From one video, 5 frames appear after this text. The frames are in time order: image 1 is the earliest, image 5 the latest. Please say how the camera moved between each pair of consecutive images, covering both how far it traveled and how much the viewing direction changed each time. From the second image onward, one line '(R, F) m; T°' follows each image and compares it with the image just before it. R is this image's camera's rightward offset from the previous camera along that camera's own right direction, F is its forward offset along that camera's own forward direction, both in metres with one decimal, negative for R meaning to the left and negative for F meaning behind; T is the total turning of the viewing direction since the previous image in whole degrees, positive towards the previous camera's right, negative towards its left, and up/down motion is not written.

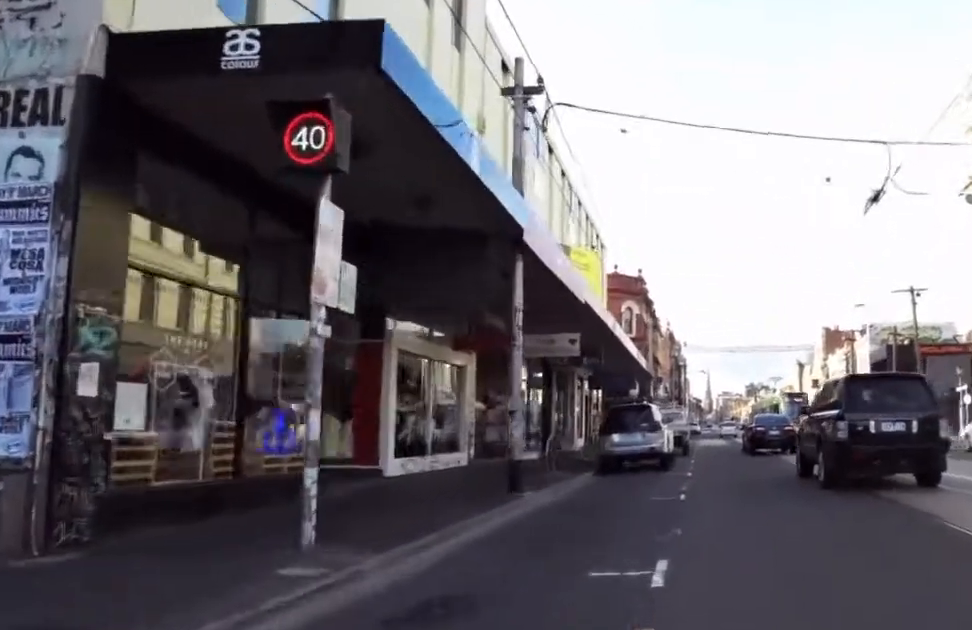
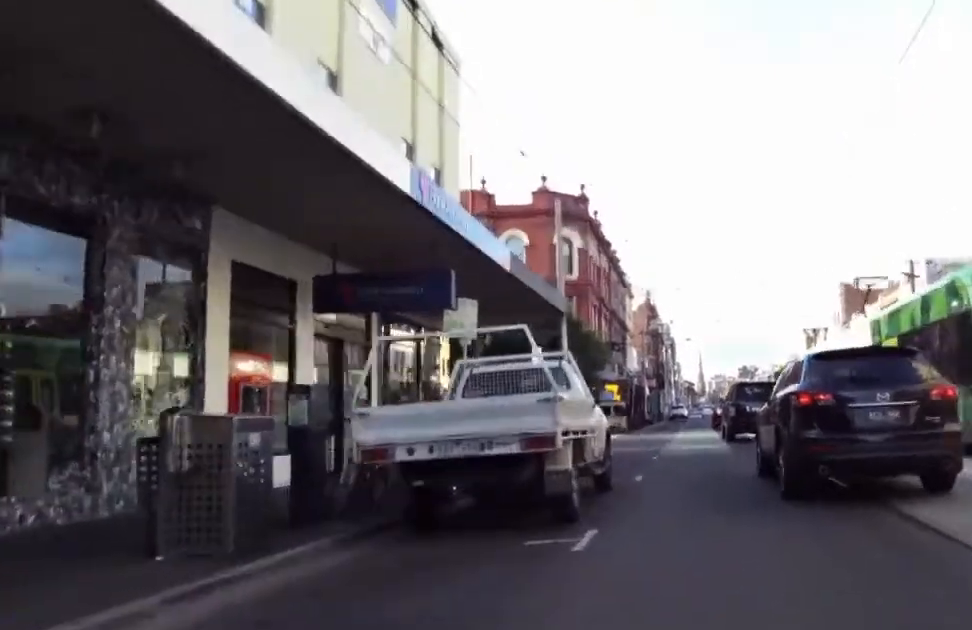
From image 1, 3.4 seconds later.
(+2.1, +23.8) m; +3°
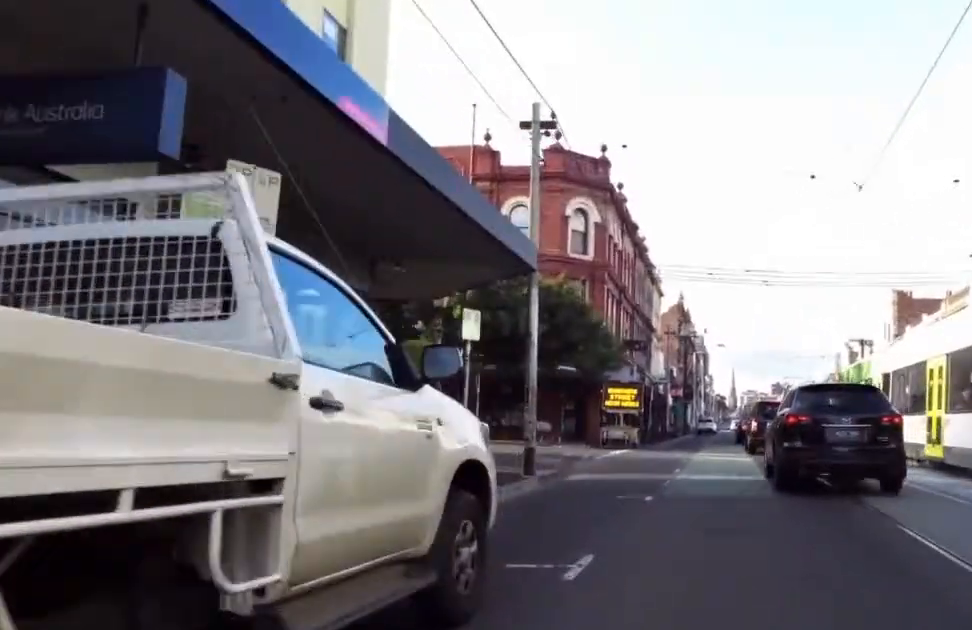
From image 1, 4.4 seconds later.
(+0.3, +7.2) m; +4°
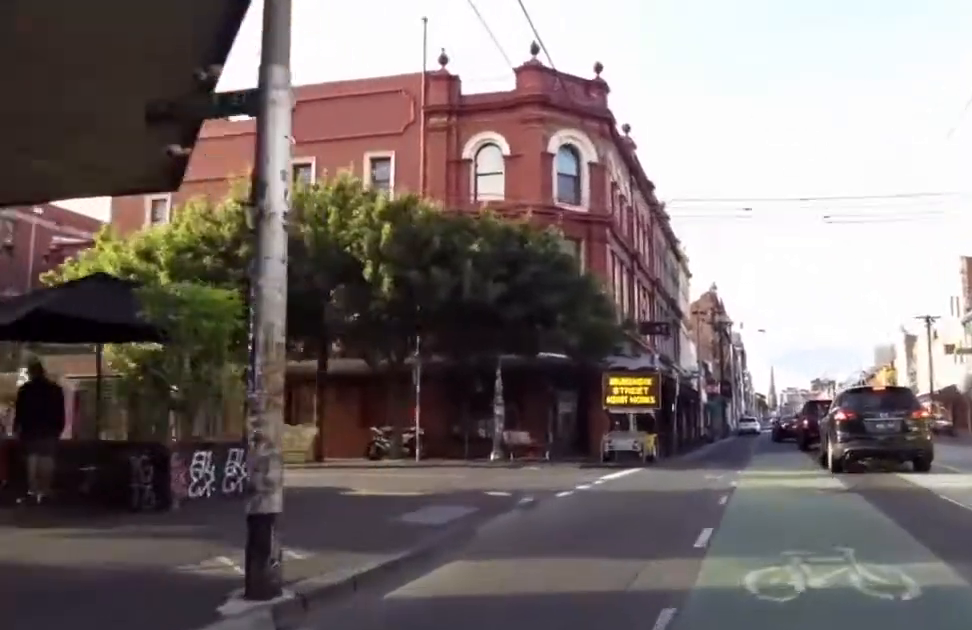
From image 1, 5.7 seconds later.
(-0.1, +10.3) m; -1°
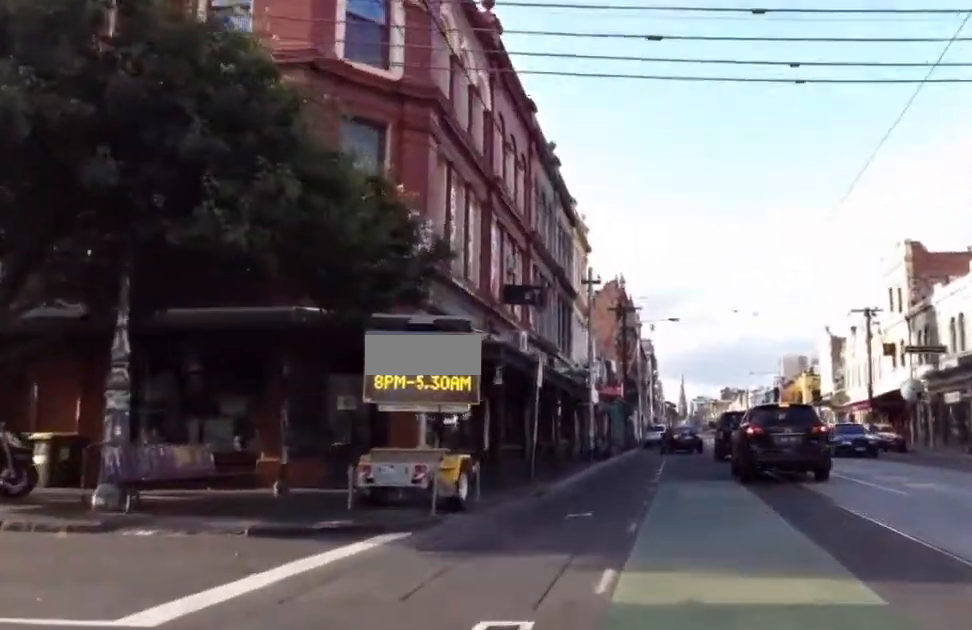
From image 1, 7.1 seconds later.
(+0.8, +11.0) m; +1°
